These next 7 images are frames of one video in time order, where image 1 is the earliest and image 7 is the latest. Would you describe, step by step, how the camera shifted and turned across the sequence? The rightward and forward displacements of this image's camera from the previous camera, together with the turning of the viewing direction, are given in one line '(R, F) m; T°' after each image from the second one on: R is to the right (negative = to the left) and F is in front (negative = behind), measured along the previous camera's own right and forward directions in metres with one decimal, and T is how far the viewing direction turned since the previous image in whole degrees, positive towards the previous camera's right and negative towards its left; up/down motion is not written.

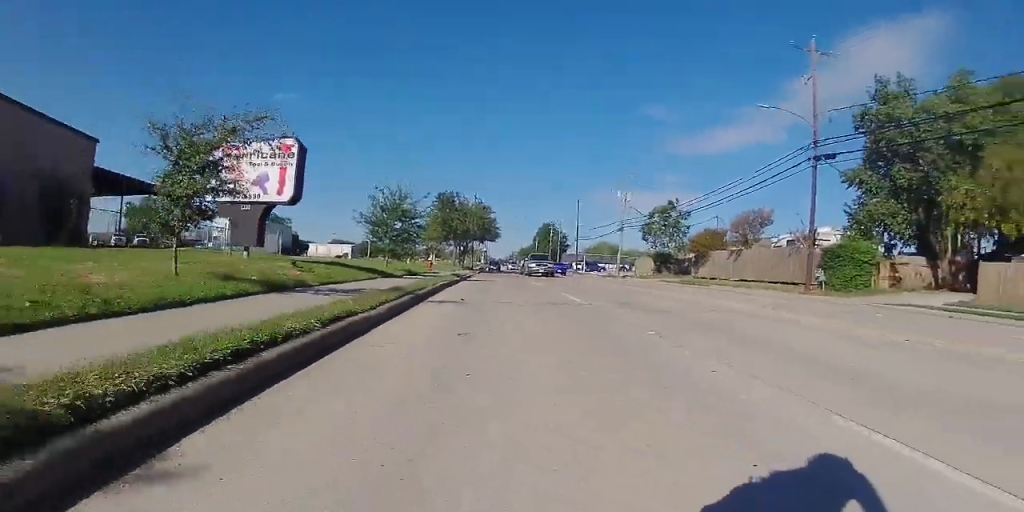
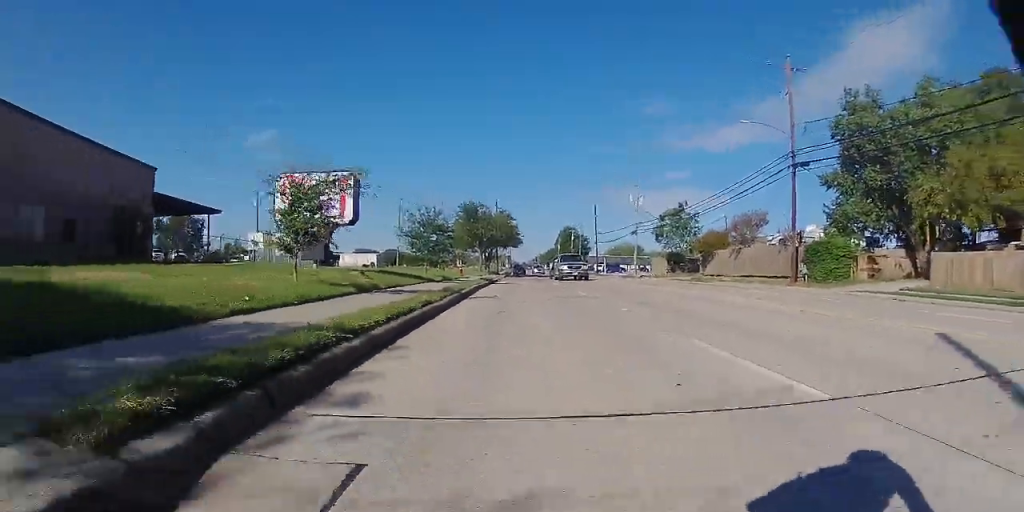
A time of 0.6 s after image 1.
(0.0, +3.9) m; 0°
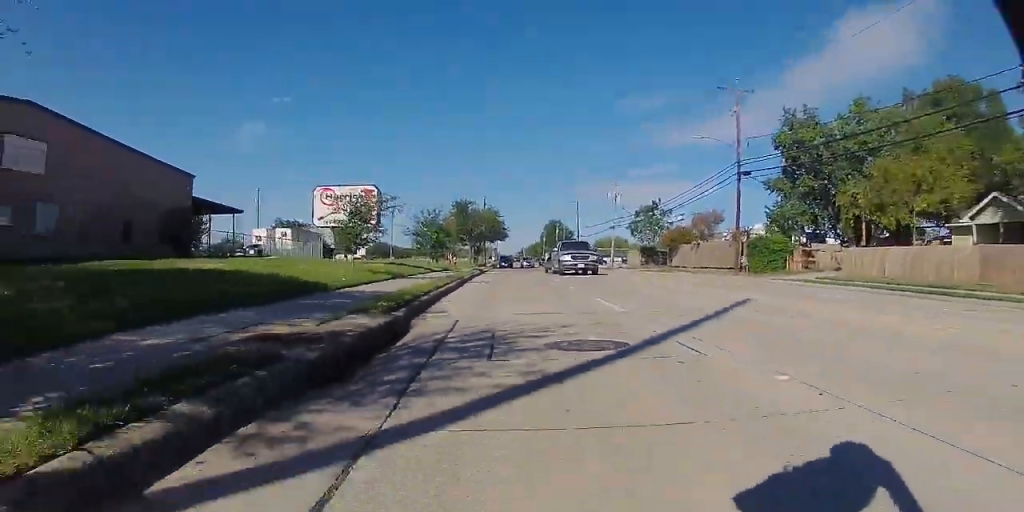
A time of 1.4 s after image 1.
(0.0, +5.7) m; 0°
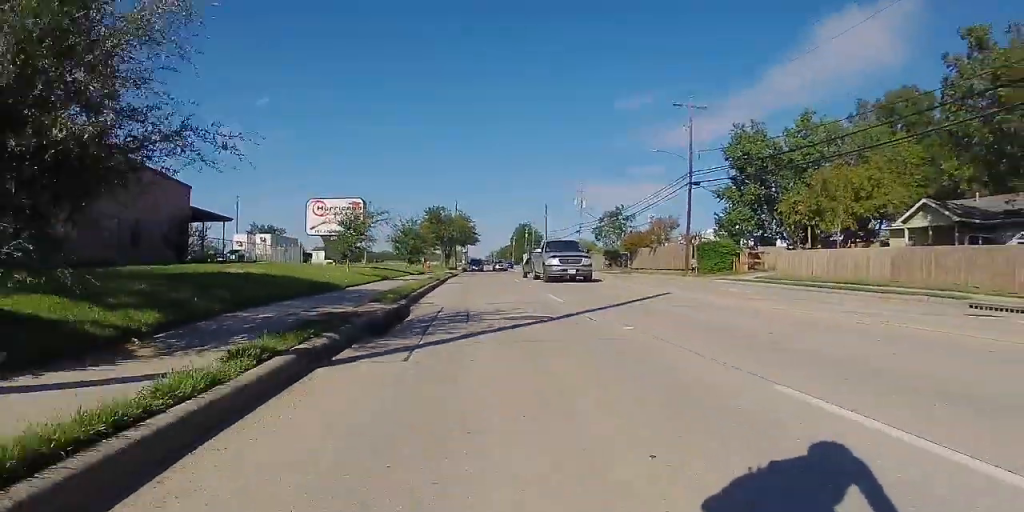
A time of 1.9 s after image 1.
(0.0, +3.4) m; 0°
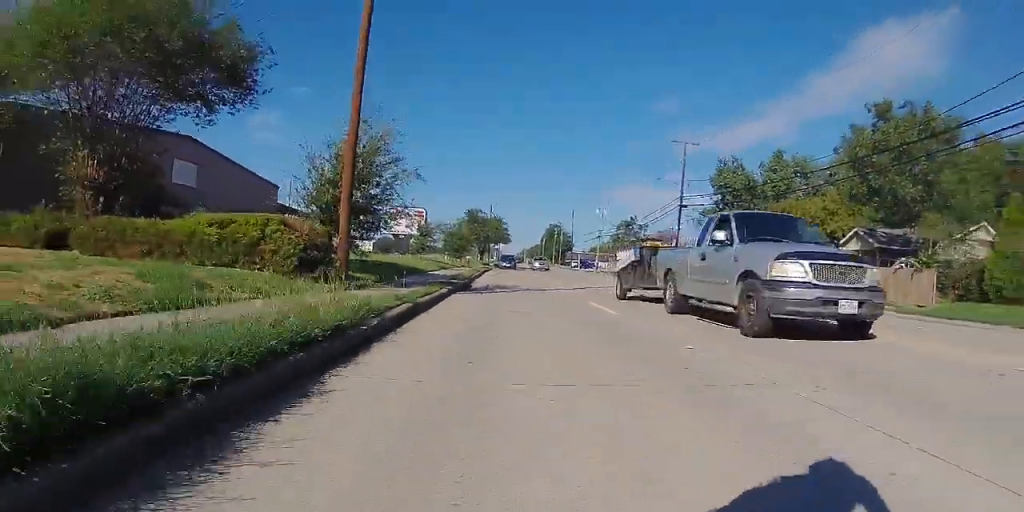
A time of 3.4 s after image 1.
(0.0, +10.0) m; 0°
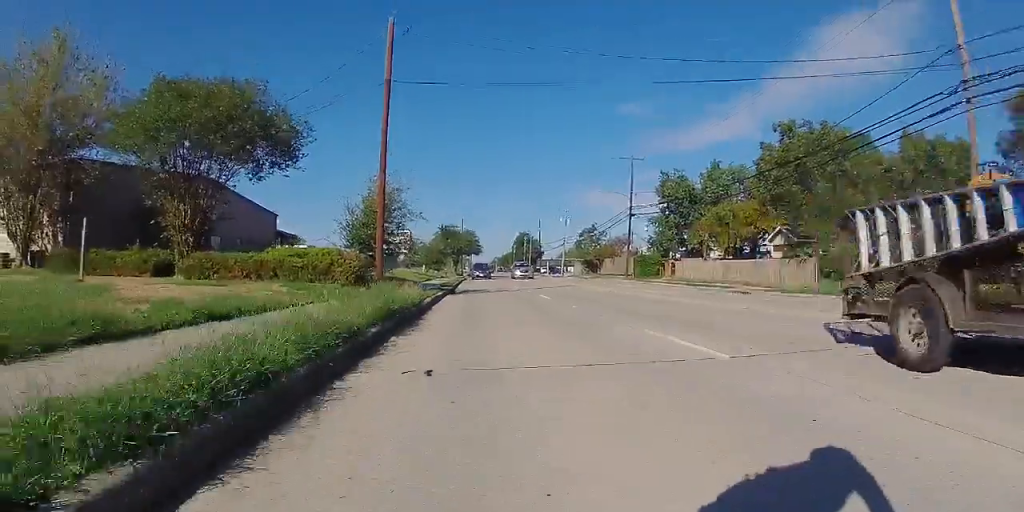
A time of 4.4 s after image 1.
(0.0, +7.0) m; 0°
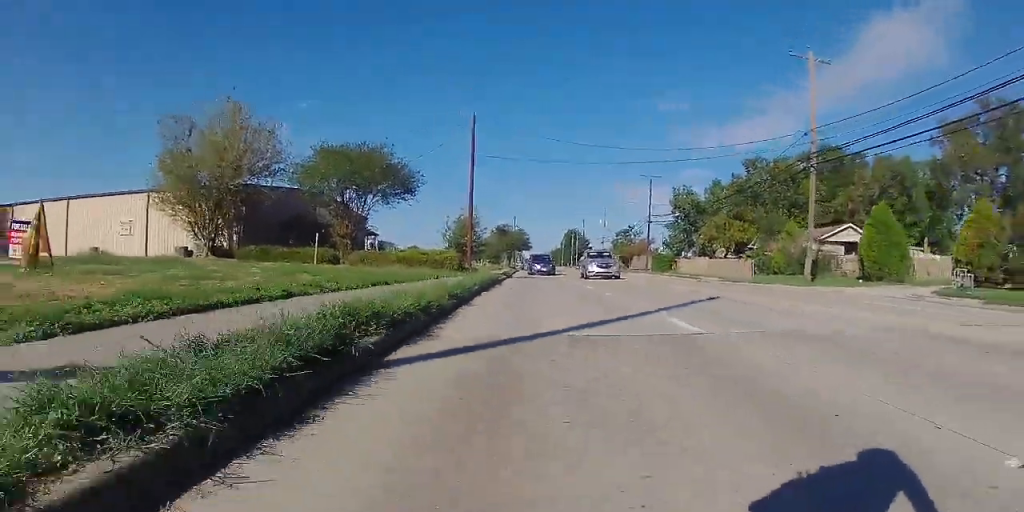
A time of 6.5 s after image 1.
(0.0, +13.5) m; 0°
